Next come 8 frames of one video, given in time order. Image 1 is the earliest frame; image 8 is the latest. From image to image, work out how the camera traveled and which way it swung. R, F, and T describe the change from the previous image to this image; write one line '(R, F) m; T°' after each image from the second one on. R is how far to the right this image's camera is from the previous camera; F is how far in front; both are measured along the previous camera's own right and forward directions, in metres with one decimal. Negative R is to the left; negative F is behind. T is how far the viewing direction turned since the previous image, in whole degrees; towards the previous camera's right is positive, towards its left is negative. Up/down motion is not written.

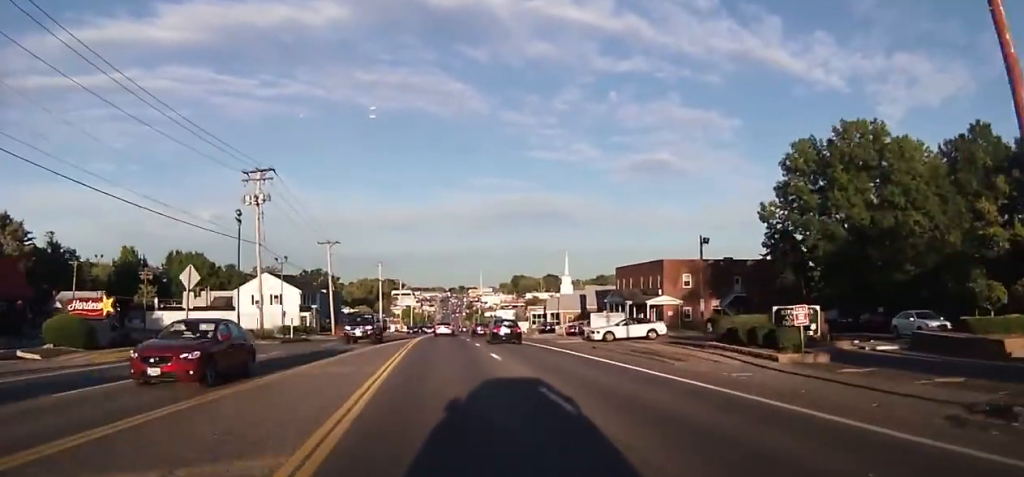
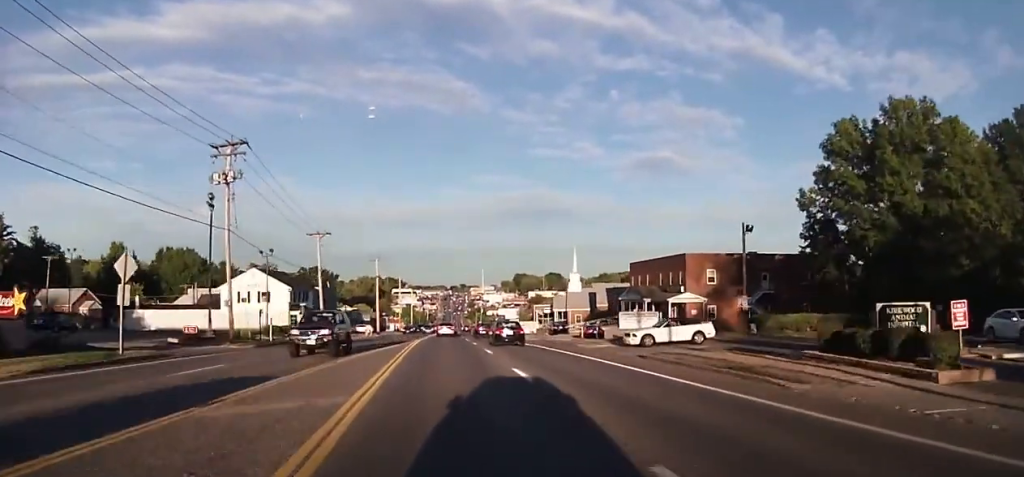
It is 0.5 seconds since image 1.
(-0.1, +7.4) m; -1°
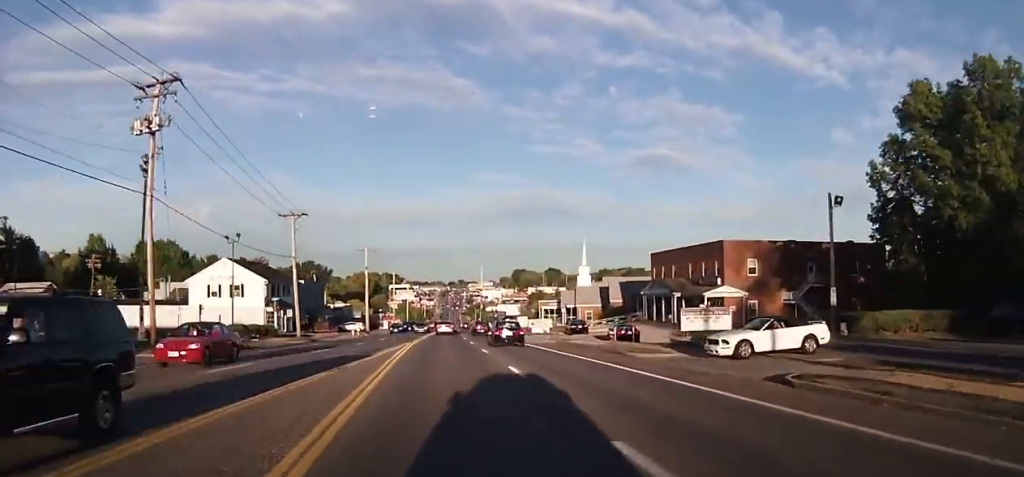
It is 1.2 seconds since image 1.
(0.0, +11.1) m; 0°
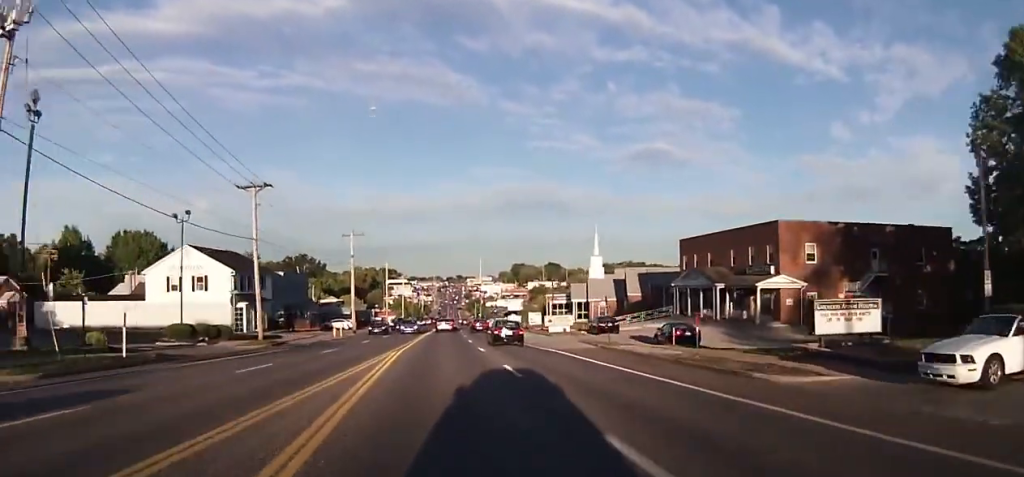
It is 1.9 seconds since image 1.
(0.0, +11.7) m; -1°
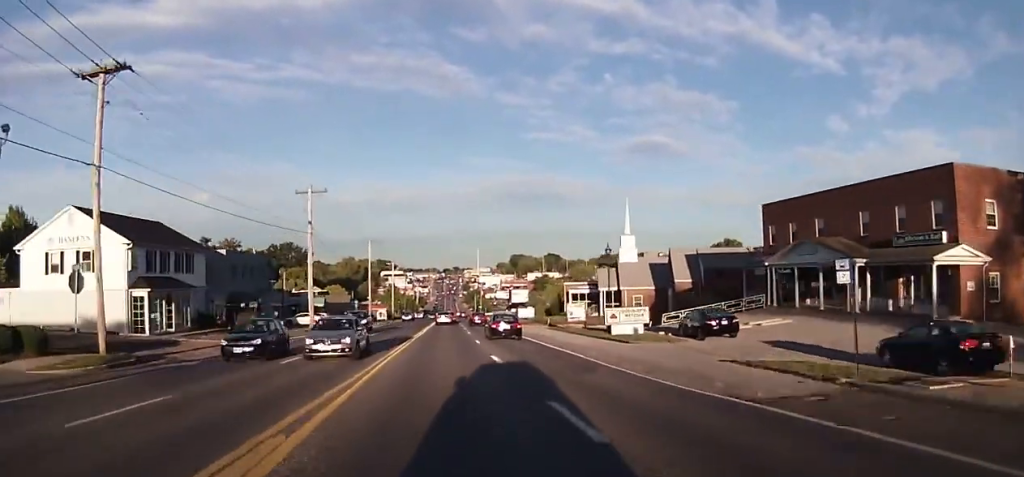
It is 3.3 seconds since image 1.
(-0.5, +21.8) m; -1°
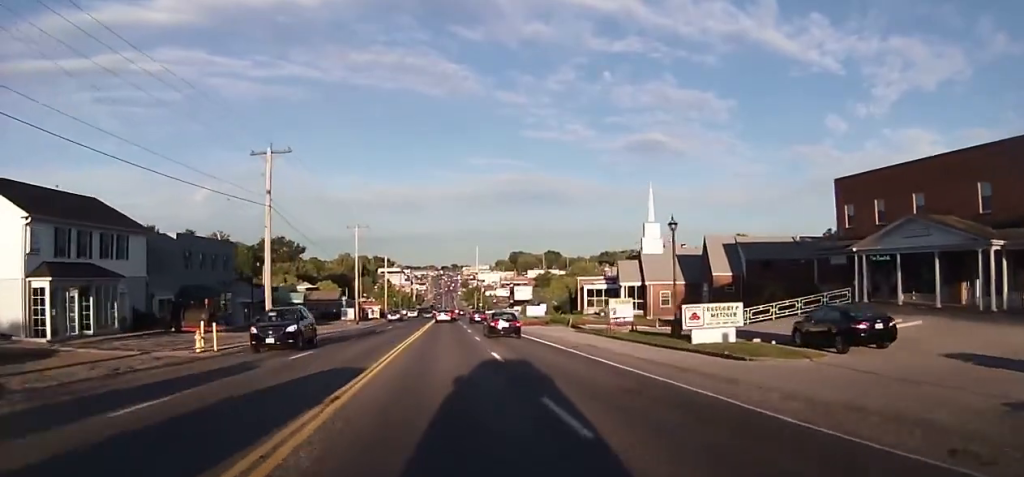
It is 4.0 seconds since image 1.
(+0.3, +11.7) m; +1°
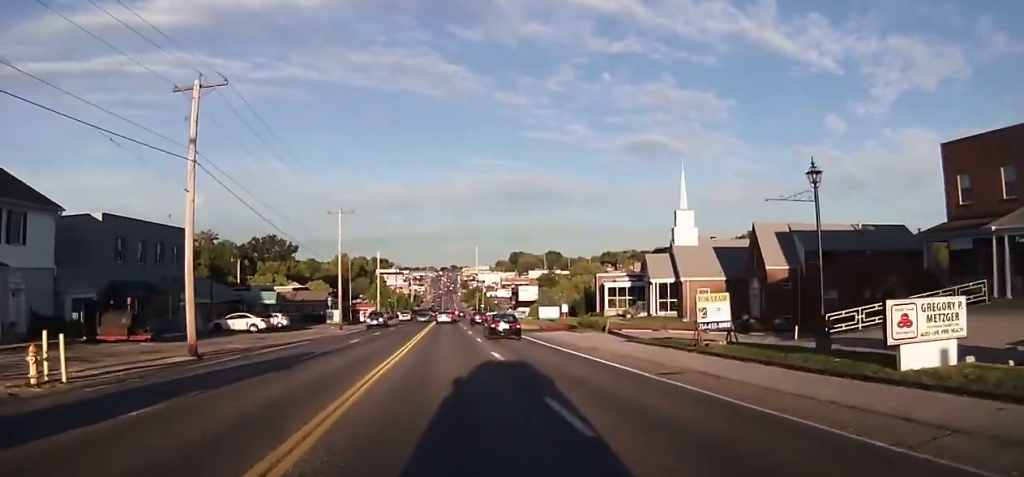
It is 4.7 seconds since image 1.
(+0.1, +11.8) m; +2°
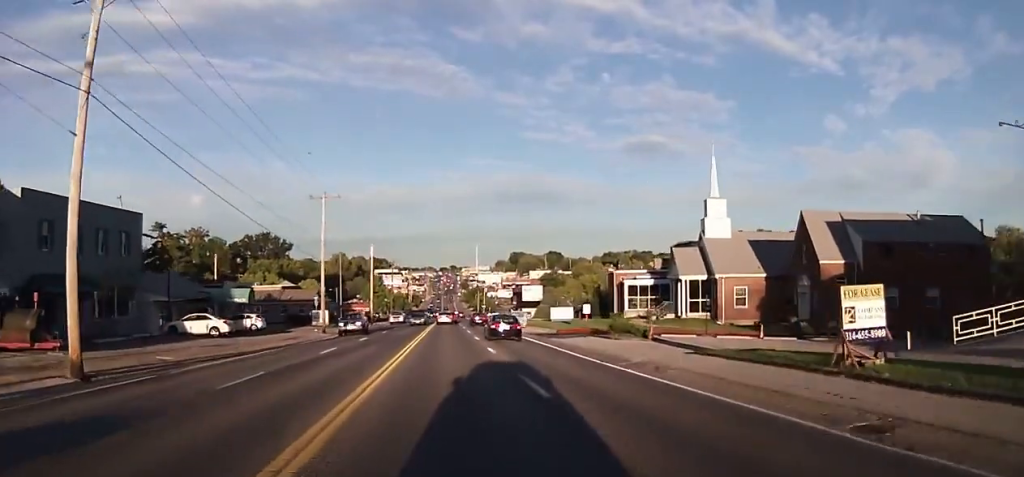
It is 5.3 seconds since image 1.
(-0.1, +8.5) m; +1°
